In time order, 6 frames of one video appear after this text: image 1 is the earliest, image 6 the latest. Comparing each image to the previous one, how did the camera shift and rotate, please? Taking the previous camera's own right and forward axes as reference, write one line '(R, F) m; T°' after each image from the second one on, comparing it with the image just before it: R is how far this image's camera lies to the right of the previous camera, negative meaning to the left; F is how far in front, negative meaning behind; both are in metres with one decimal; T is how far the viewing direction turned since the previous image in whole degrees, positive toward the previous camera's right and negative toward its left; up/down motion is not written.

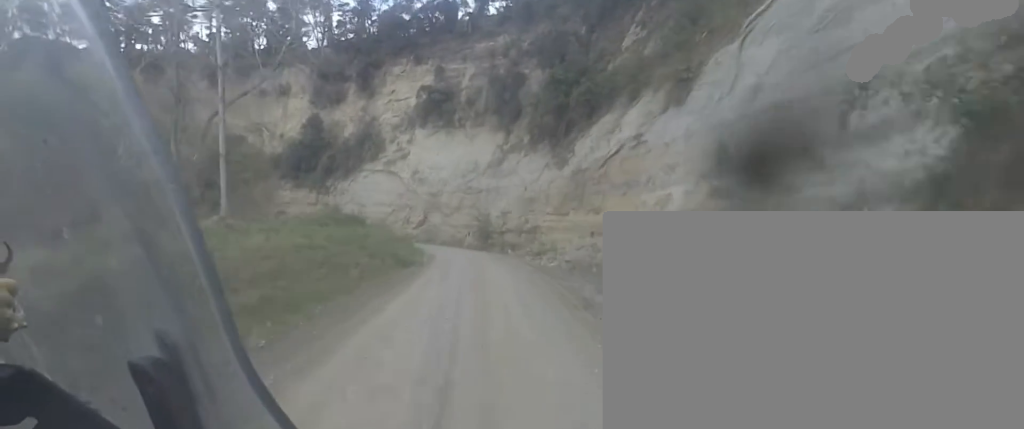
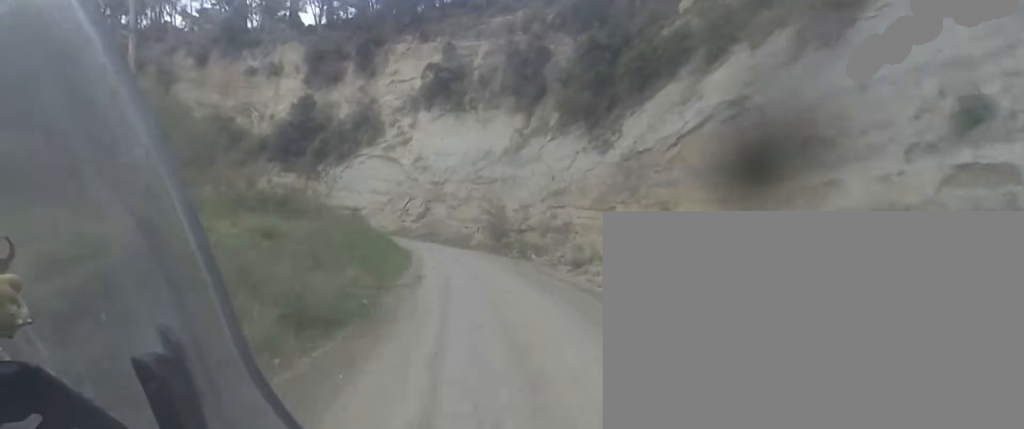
(+0.2, +8.5) m; 0°
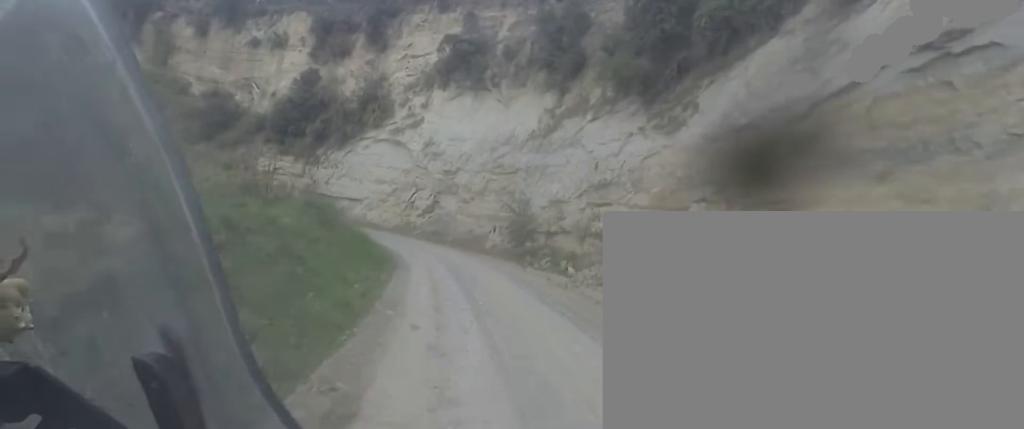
(+0.3, +7.2) m; -4°
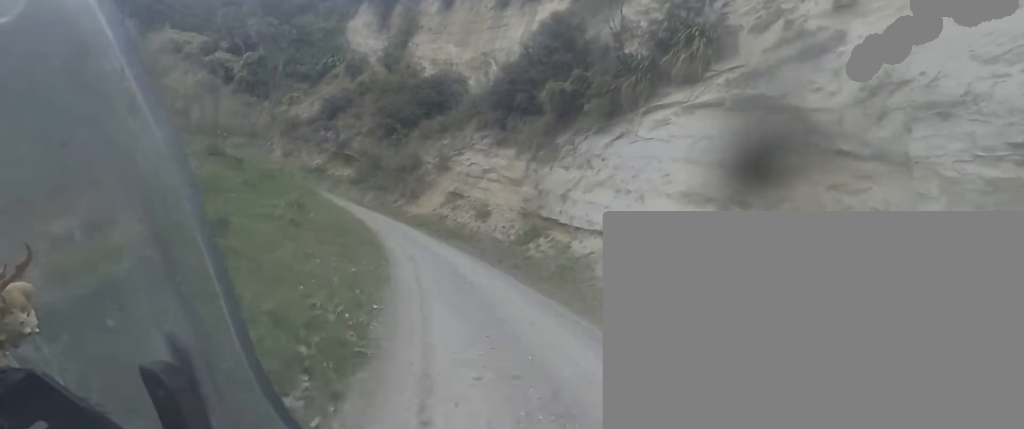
(-10.4, +31.8) m; -36°
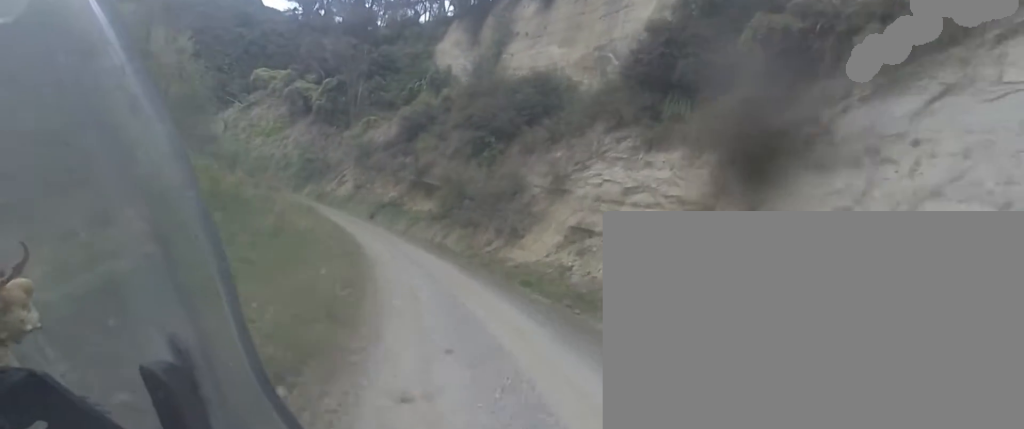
(-1.6, +12.3) m; -9°
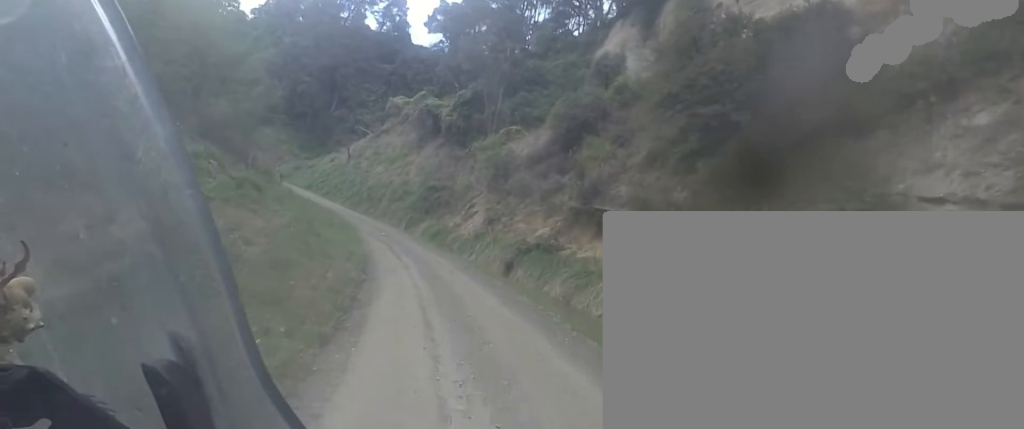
(-0.5, +16.6) m; -14°
